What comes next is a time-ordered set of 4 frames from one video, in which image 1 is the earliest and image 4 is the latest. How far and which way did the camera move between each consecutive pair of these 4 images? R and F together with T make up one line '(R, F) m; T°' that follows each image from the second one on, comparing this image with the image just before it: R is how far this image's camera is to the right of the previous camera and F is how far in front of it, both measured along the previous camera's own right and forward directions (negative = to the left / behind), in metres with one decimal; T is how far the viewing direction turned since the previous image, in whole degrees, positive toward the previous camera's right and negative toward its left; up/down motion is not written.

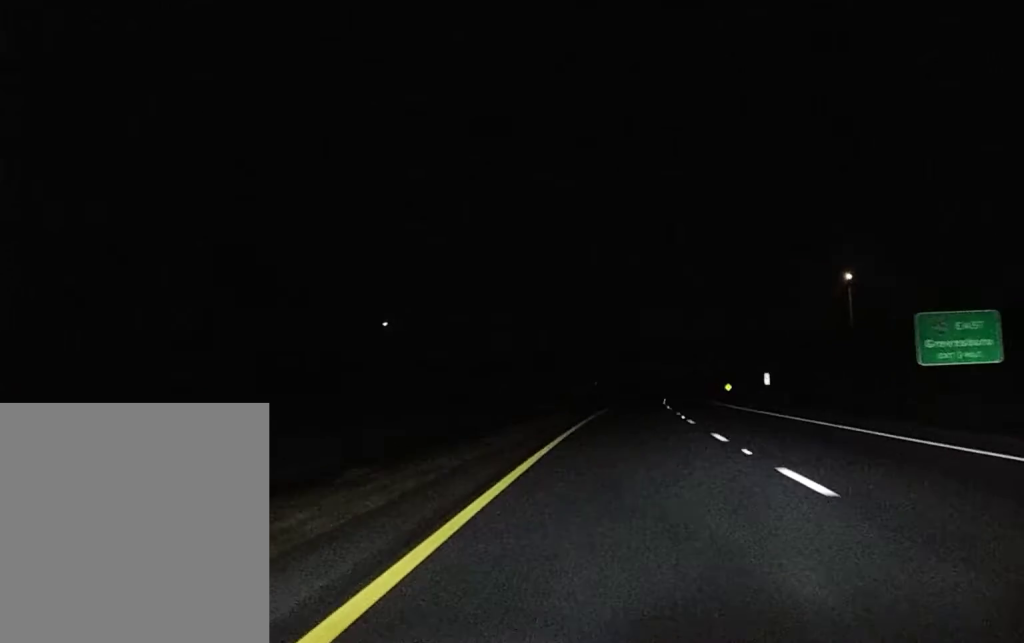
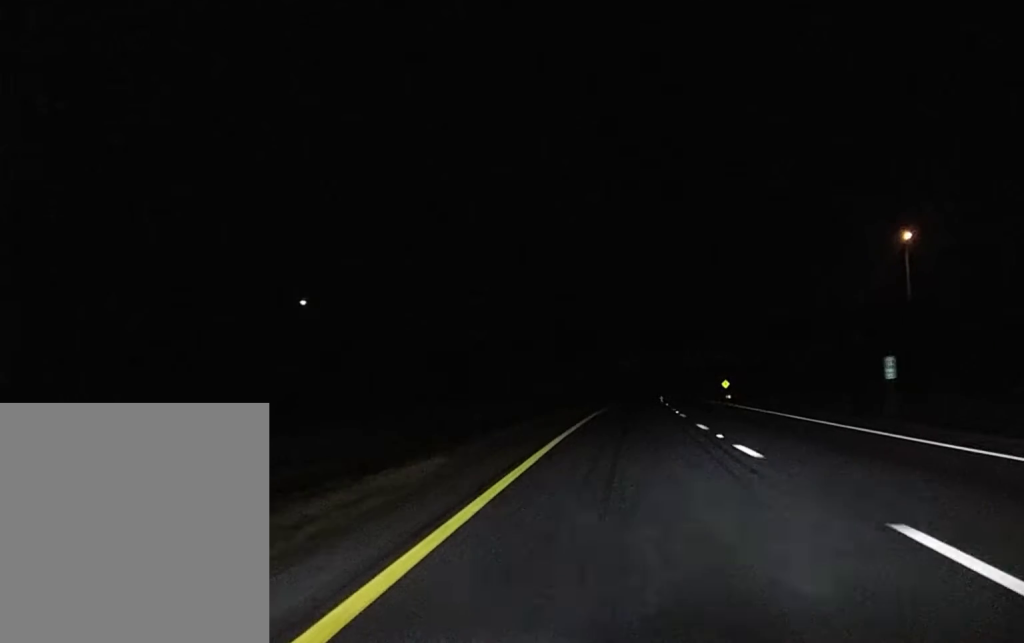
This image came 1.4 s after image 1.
(+0.4, +45.0) m; +1°
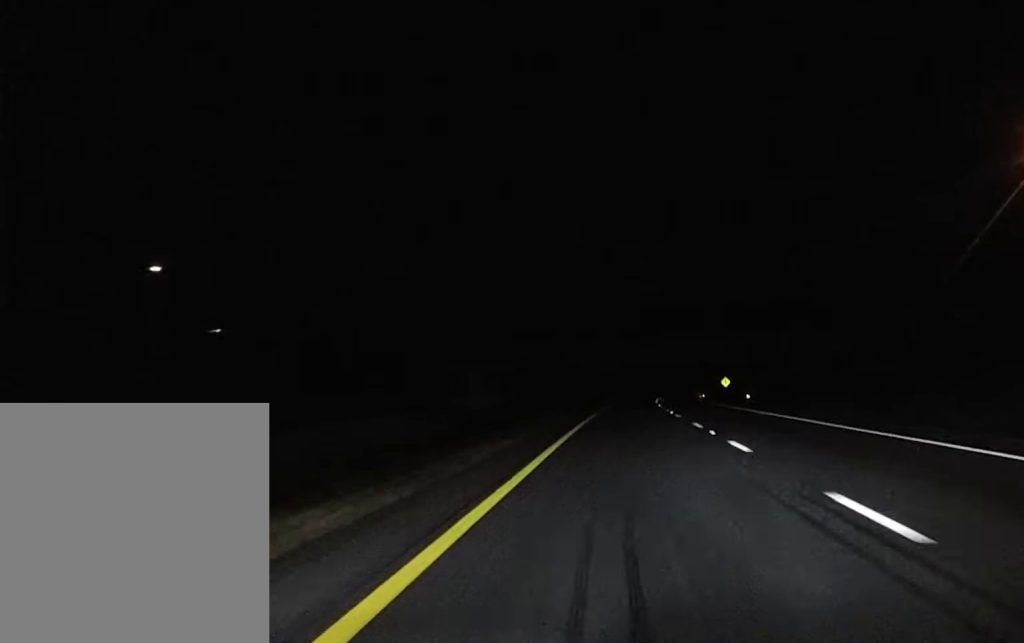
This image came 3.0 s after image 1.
(+0.4, +49.0) m; +1°
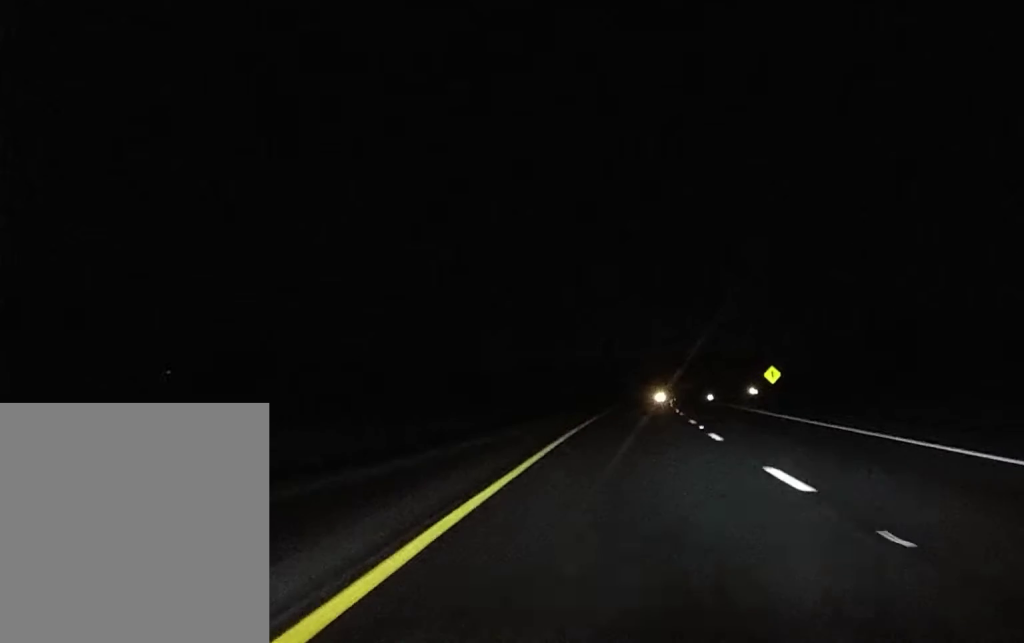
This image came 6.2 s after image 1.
(+2.0, +106.2) m; +2°
